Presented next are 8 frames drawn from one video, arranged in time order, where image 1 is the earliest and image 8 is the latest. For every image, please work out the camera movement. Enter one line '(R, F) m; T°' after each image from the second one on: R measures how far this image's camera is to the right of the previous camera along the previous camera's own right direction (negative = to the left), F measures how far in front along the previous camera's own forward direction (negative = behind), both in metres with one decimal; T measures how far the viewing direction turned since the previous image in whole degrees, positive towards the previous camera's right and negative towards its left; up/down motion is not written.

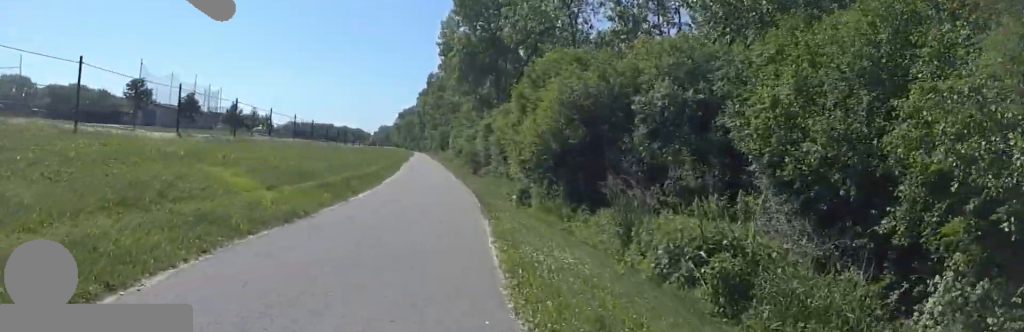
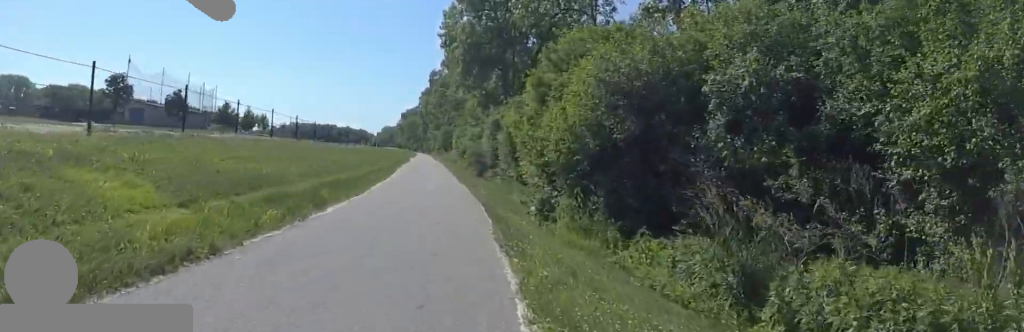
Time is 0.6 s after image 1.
(0.0, +4.0) m; 0°
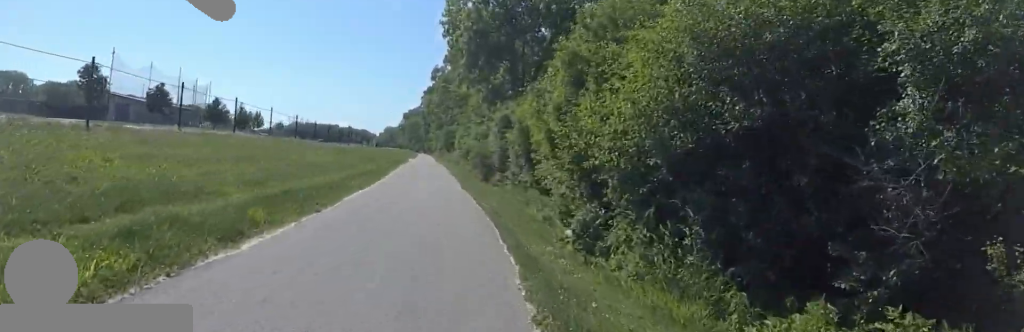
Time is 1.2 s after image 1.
(0.0, +4.5) m; 0°
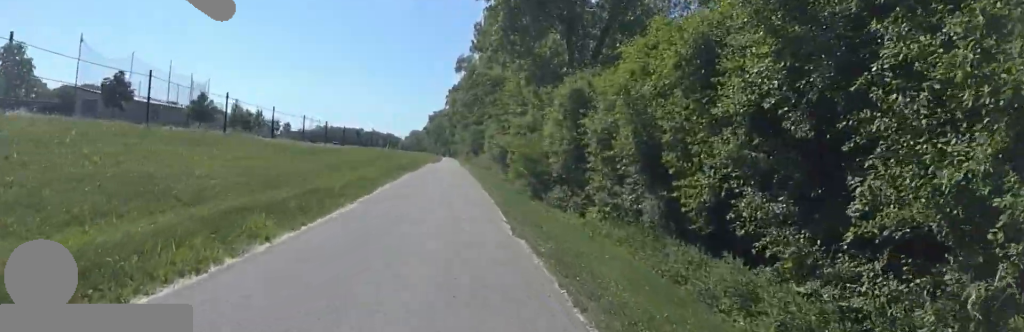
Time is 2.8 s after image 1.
(+0.5, +11.5) m; +4°
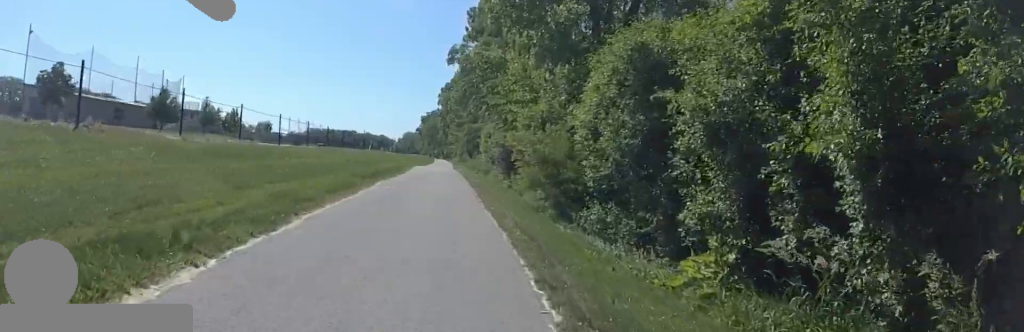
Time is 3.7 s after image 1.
(0.0, +6.5) m; -2°
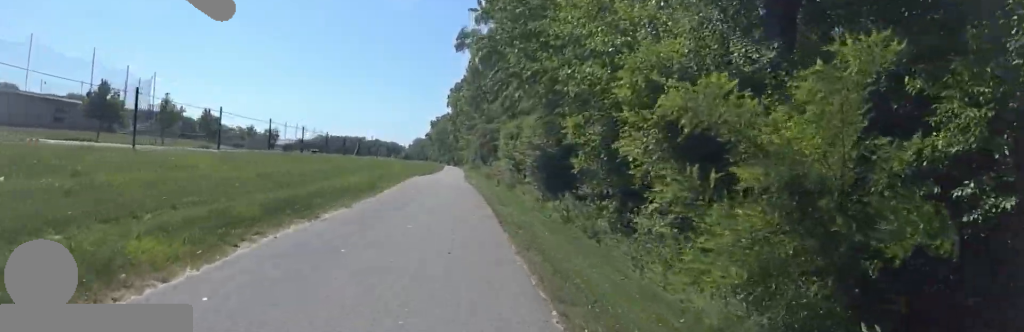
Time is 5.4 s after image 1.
(-0.4, +12.1) m; -2°
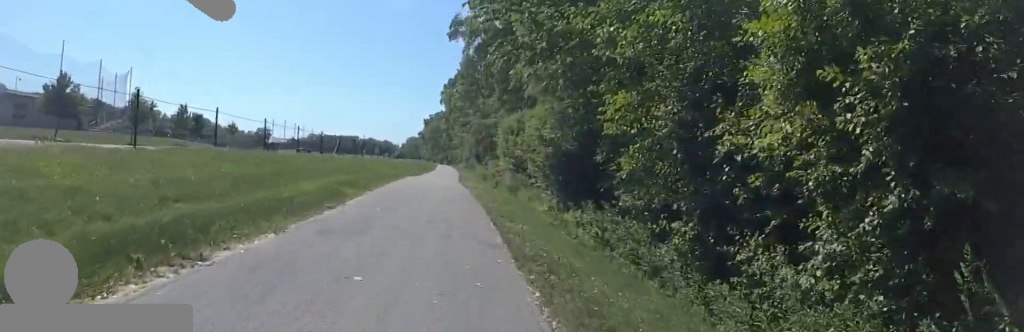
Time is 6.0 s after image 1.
(0.0, +4.5) m; 0°
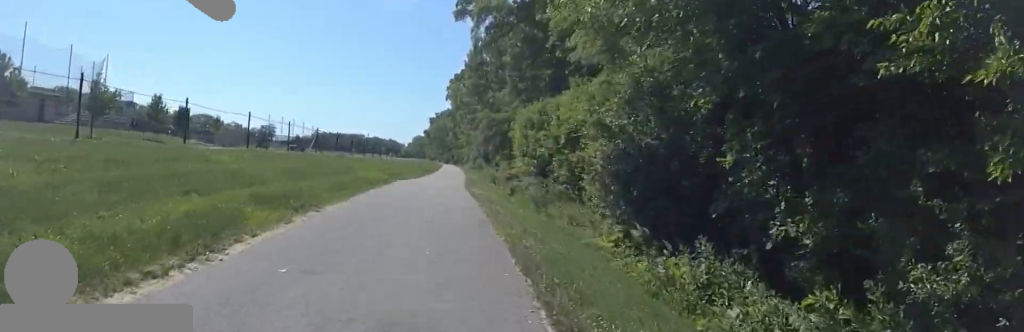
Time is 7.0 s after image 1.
(0.0, +7.3) m; 0°
